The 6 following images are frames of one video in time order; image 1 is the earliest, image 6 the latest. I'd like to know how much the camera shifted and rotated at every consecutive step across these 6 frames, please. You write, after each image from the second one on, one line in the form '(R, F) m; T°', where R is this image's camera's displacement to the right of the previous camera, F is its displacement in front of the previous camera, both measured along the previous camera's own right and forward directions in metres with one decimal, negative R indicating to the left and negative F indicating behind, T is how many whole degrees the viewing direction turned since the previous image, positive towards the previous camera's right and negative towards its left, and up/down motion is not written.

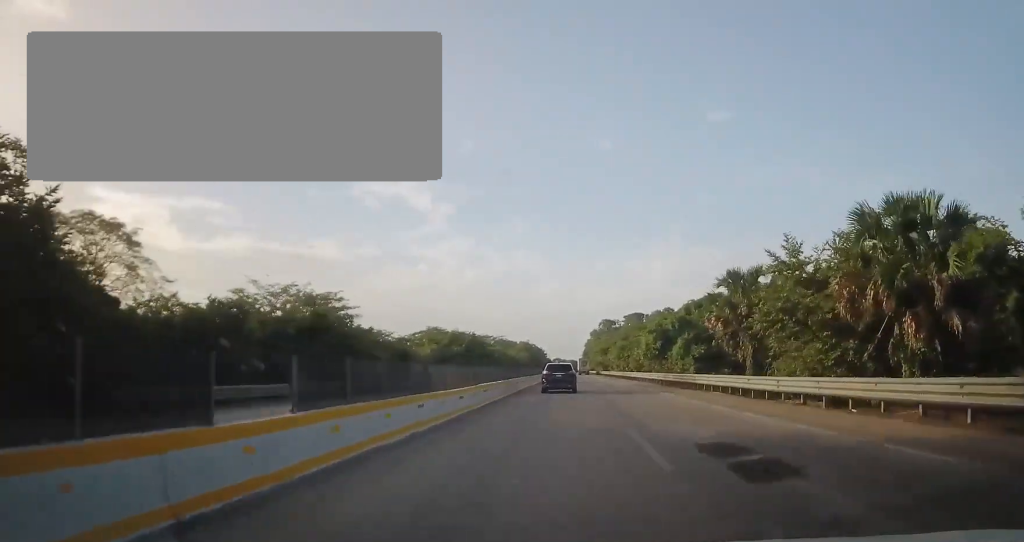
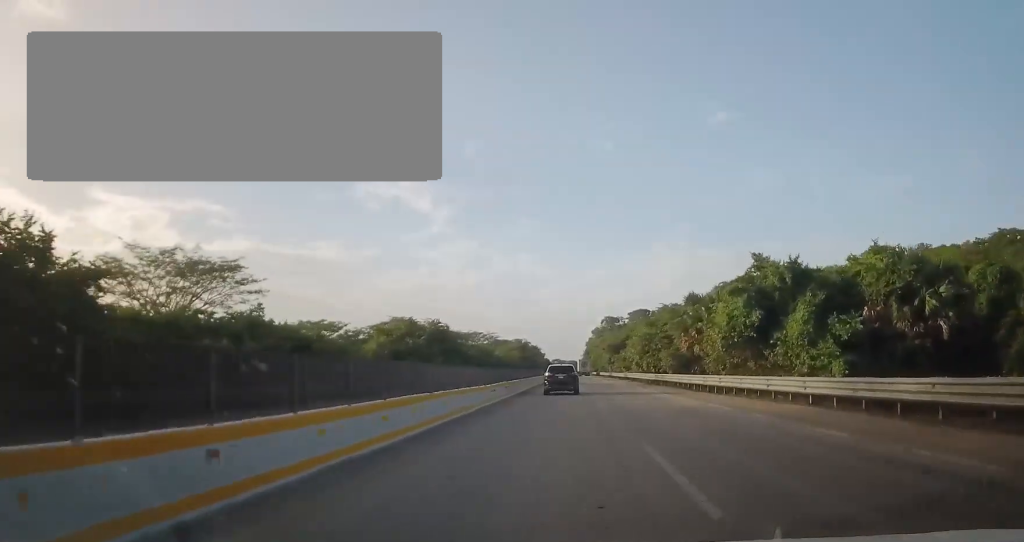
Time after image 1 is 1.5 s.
(+0.1, +33.4) m; -1°
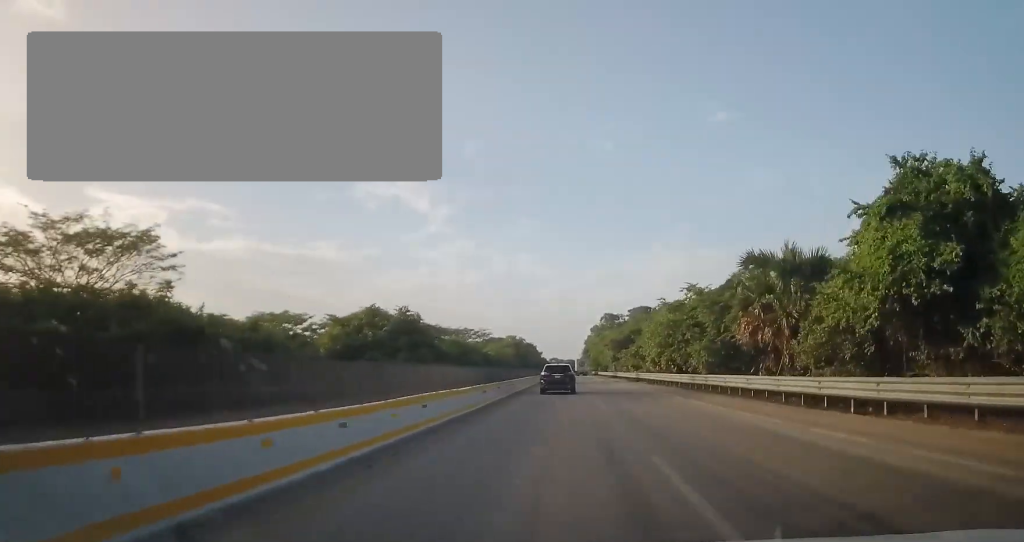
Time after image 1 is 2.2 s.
(-0.4, +16.7) m; 0°
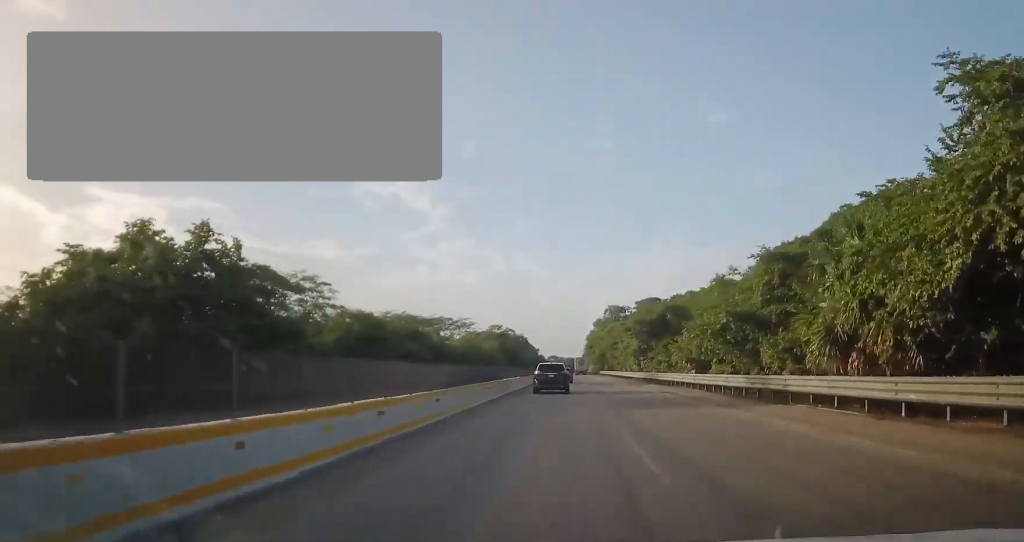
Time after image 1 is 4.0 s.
(0.0, +43.3) m; 0°
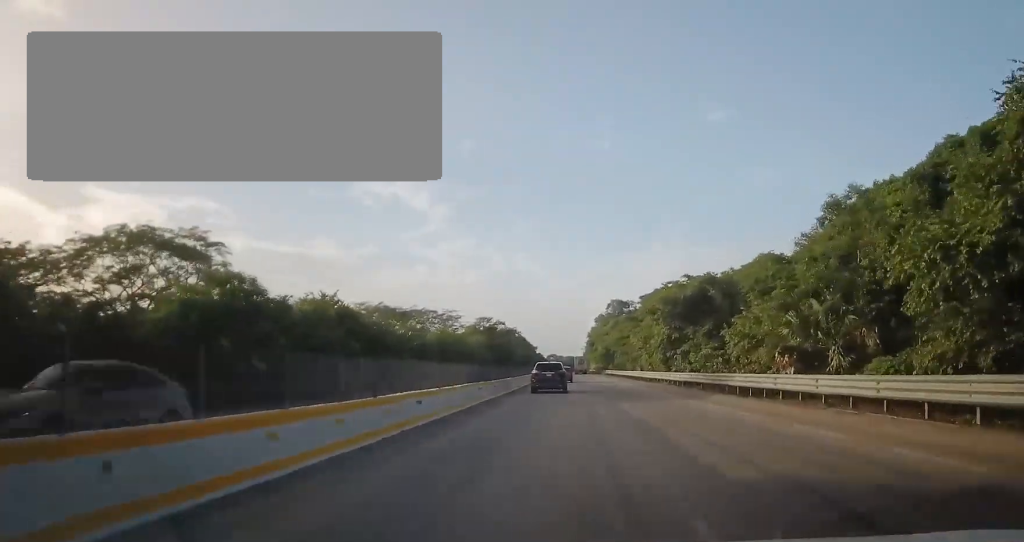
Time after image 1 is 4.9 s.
(+0.1, +22.1) m; +1°
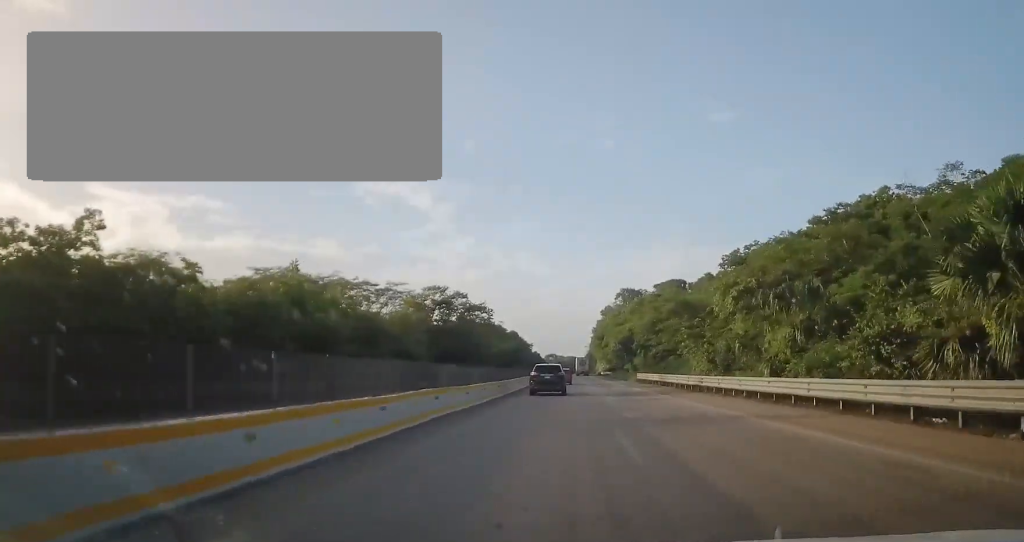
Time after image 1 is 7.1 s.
(-0.2, +53.5) m; -1°
